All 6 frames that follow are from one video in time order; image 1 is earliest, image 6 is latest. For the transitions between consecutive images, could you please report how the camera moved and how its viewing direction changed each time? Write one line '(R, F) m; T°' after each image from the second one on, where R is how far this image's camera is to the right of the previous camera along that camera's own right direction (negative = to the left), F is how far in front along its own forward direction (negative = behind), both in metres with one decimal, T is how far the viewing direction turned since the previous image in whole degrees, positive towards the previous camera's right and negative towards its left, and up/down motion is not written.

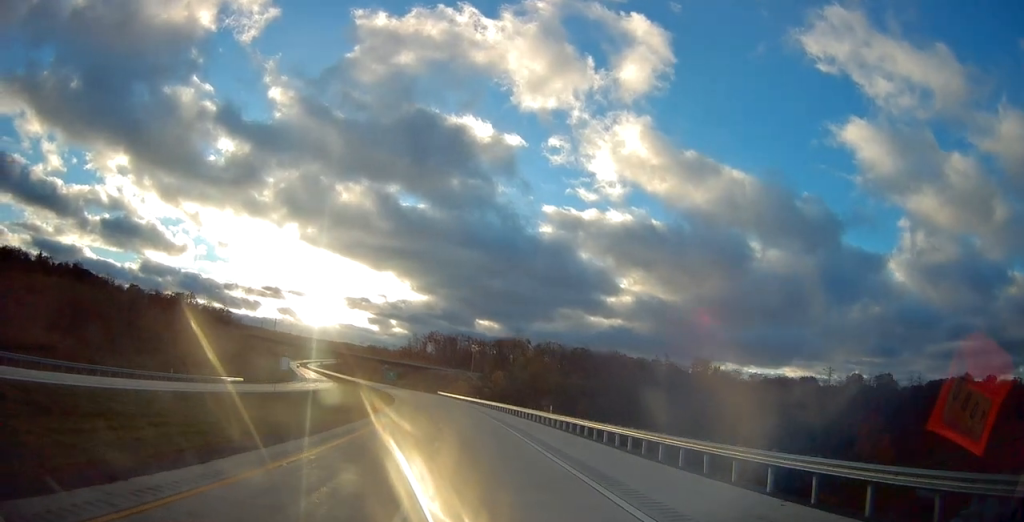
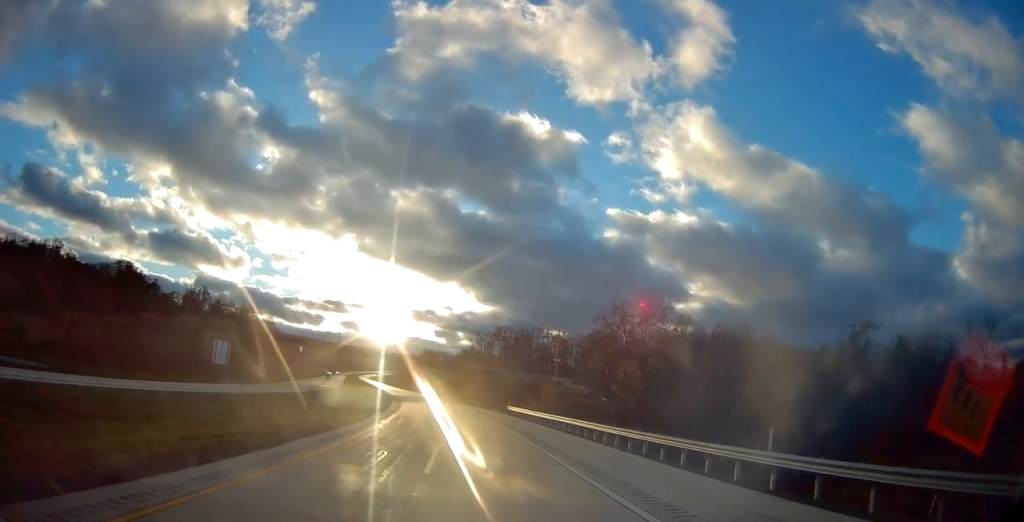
(-4.8, +74.1) m; -7°
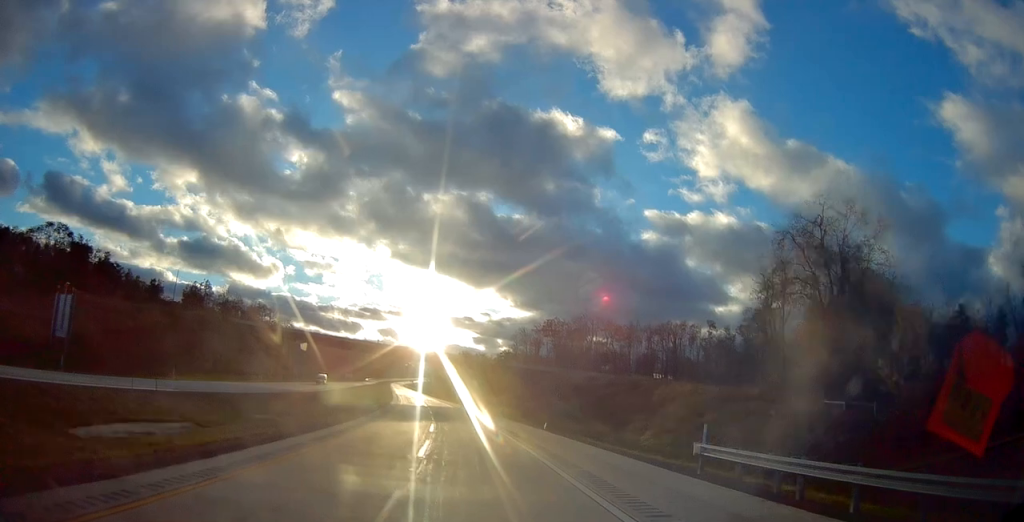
(-1.5, +45.0) m; -4°
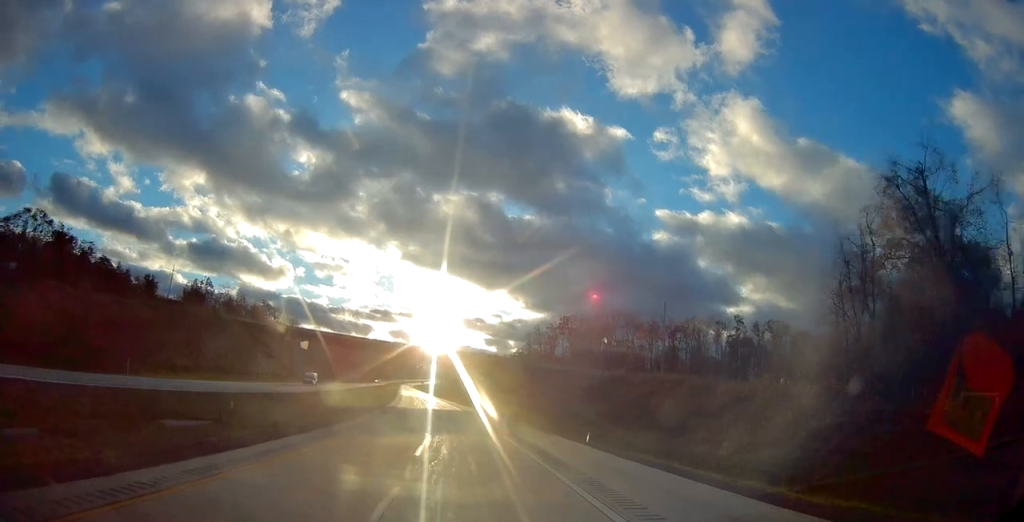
(-0.3, +11.7) m; -1°
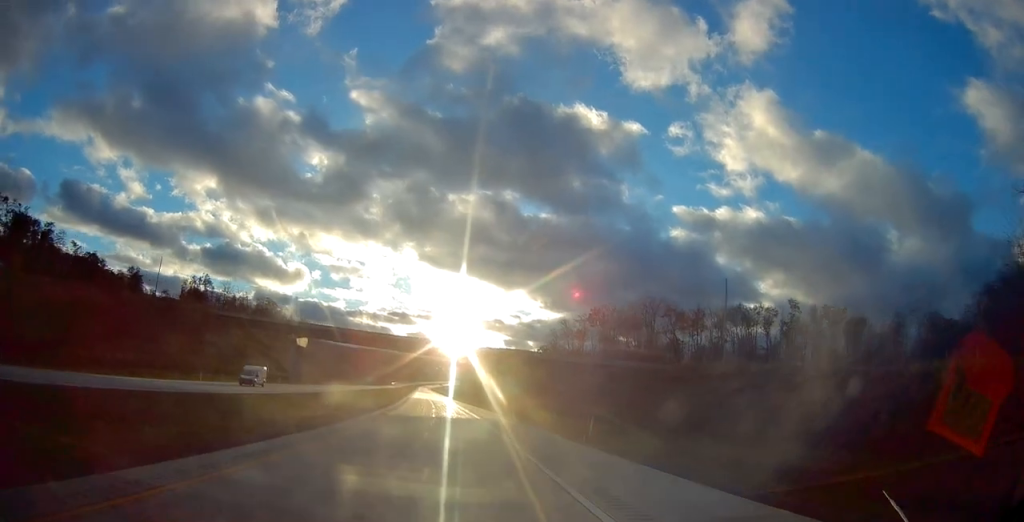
(-0.4, +21.5) m; -2°
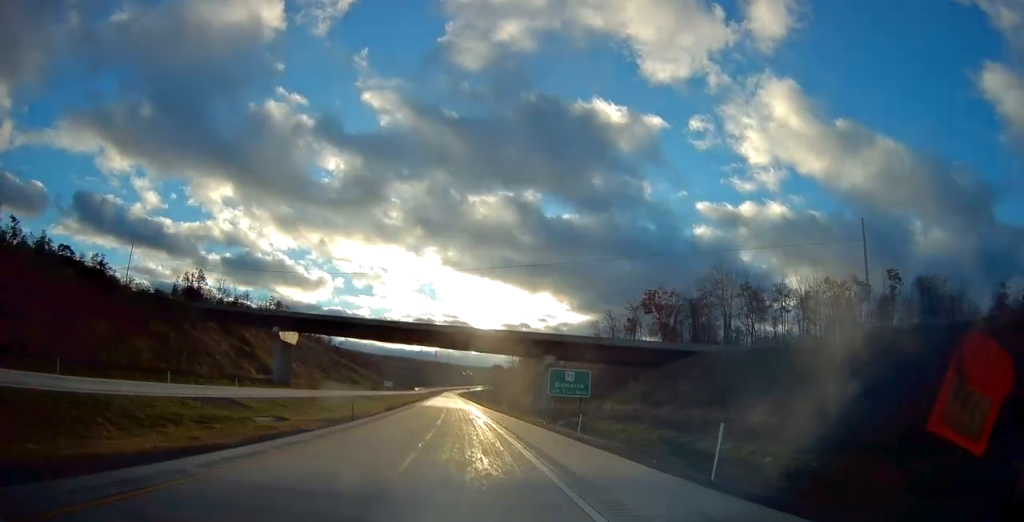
(-0.6, +32.3) m; -2°
